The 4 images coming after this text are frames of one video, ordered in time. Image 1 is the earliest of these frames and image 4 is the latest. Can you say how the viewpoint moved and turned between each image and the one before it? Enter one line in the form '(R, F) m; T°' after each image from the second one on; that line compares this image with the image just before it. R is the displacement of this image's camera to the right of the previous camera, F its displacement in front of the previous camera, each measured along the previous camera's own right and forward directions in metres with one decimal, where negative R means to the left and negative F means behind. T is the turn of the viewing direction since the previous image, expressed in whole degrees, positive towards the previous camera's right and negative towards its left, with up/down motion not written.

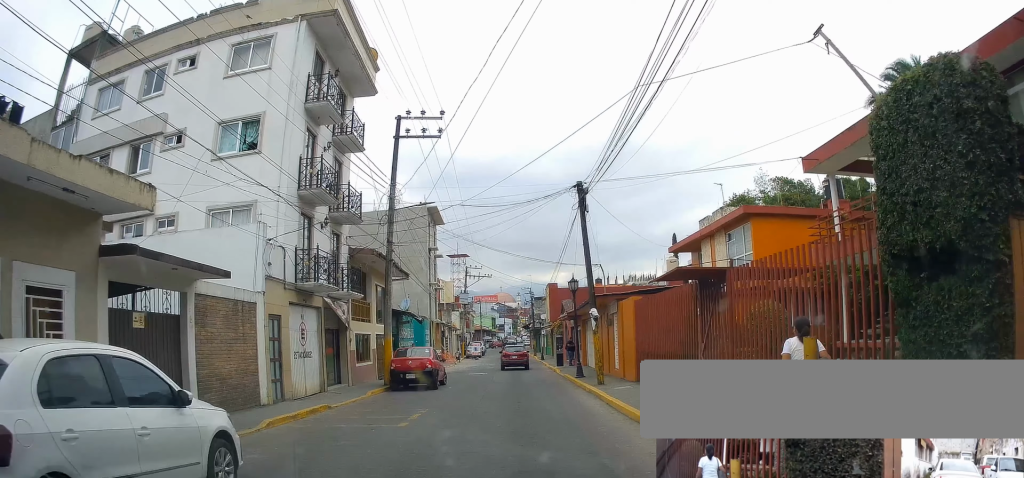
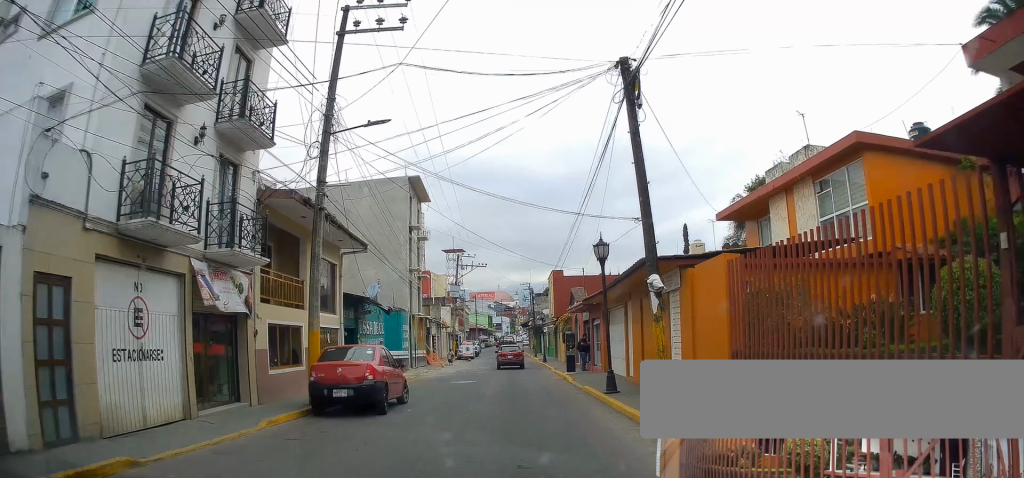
(+0.2, +8.2) m; +2°
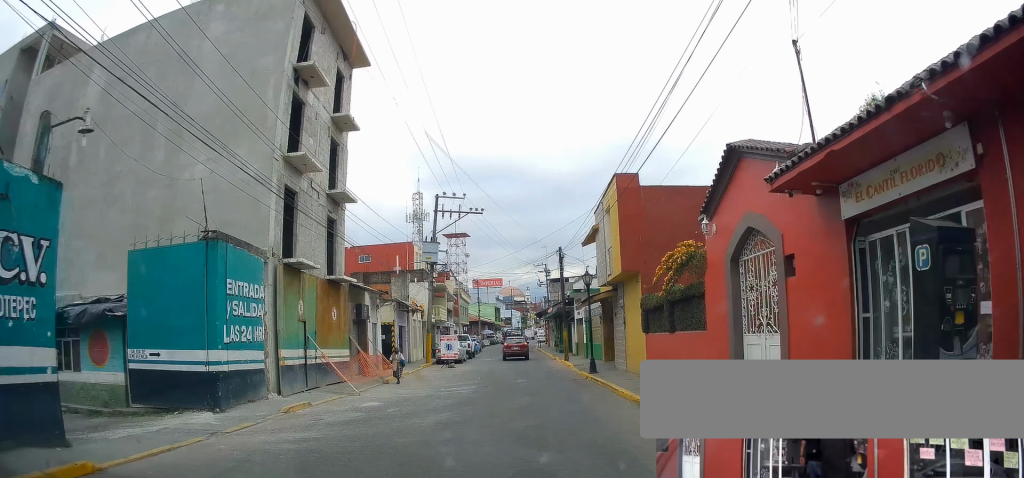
(-2.1, +24.0) m; -7°
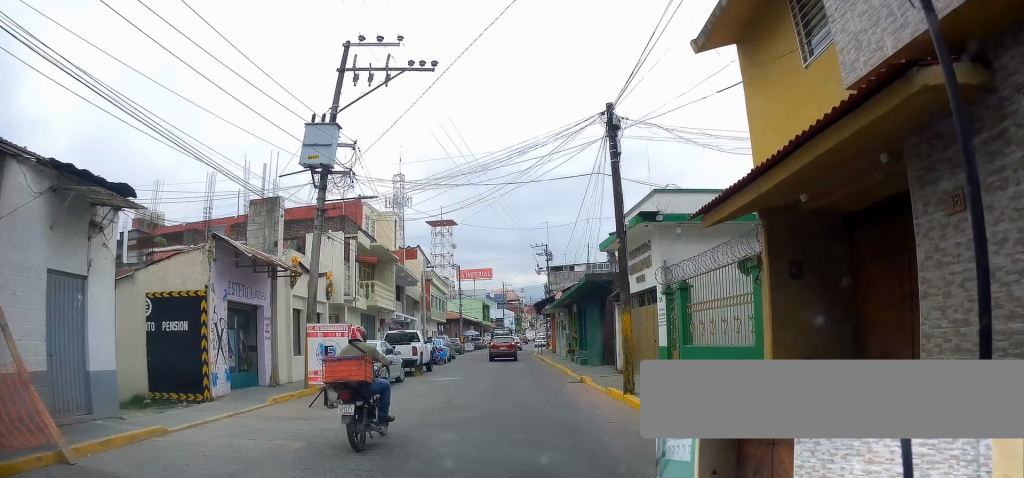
(-0.2, +20.8) m; 0°
